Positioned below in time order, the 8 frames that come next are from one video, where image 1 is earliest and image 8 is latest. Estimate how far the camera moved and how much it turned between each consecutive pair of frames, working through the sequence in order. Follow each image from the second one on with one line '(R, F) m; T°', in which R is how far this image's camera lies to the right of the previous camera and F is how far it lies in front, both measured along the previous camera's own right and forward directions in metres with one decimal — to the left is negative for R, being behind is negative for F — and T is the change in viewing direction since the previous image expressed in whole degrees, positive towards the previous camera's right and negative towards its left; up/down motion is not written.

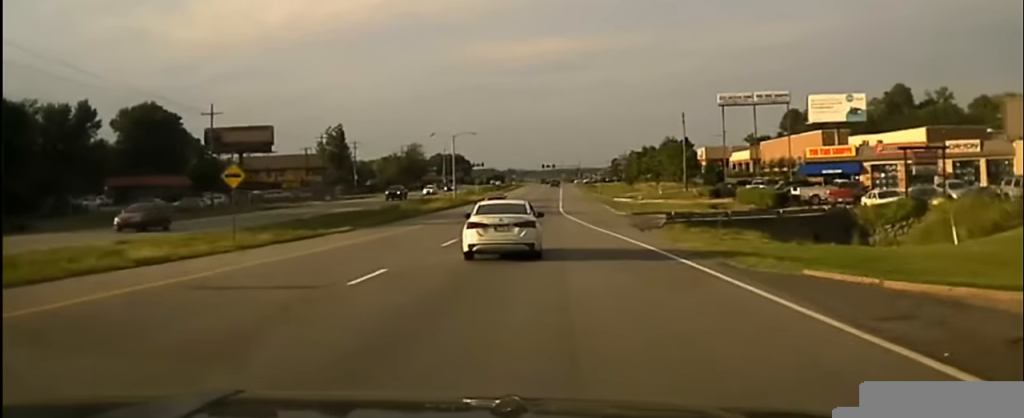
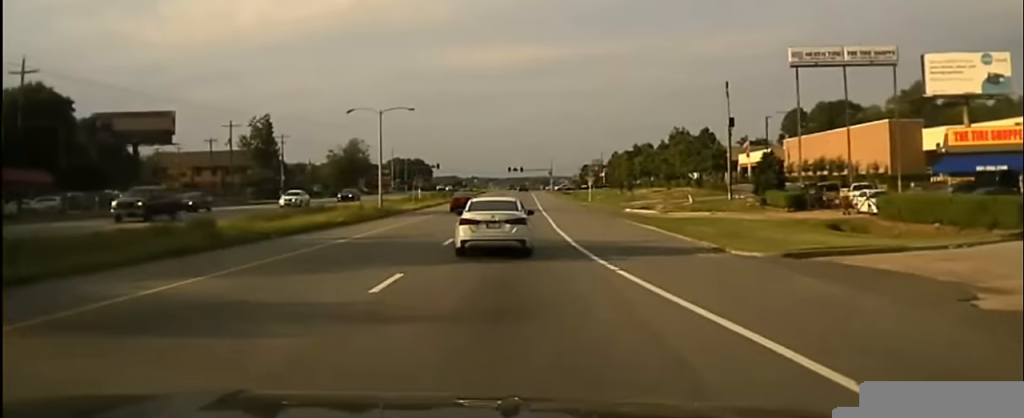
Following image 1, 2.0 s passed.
(+0.3, +42.4) m; +2°
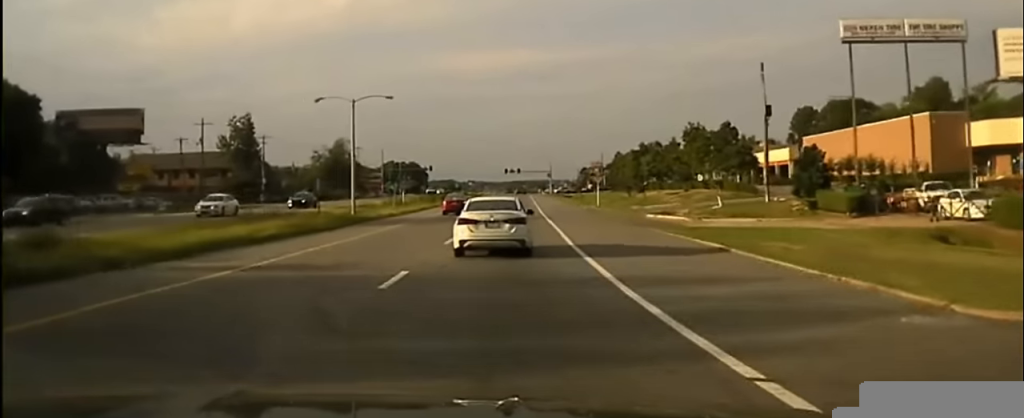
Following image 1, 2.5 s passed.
(+0.3, +11.0) m; +1°
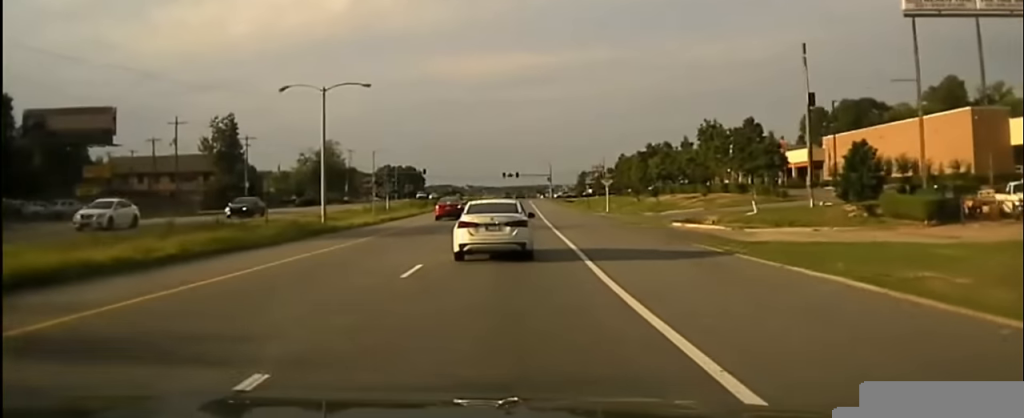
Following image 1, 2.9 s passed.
(+0.2, +9.9) m; 0°
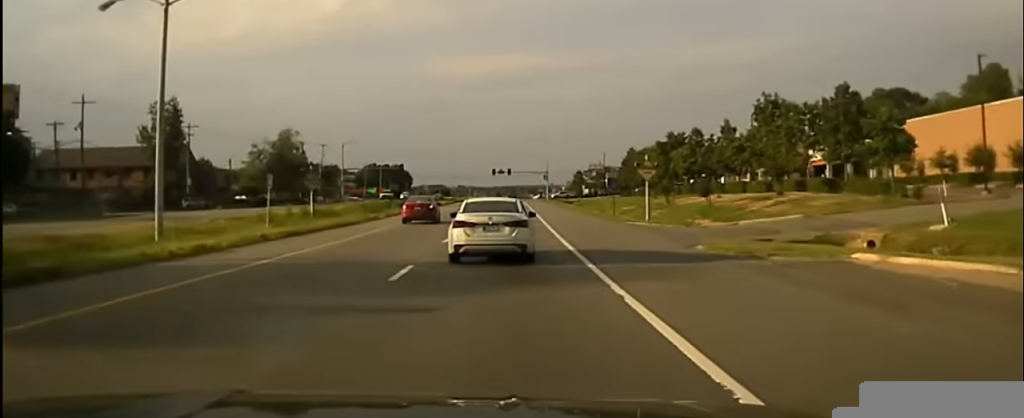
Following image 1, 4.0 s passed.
(-0.1, +25.2) m; 0°
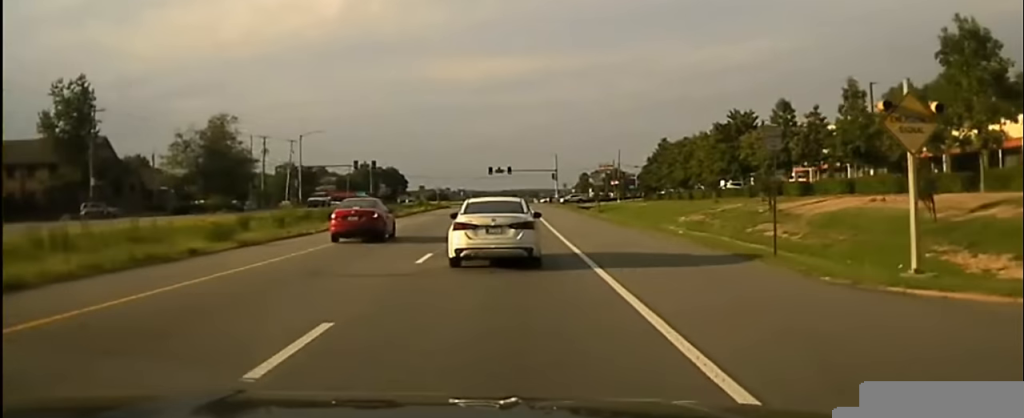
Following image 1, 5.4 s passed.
(+0.5, +32.4) m; +1°
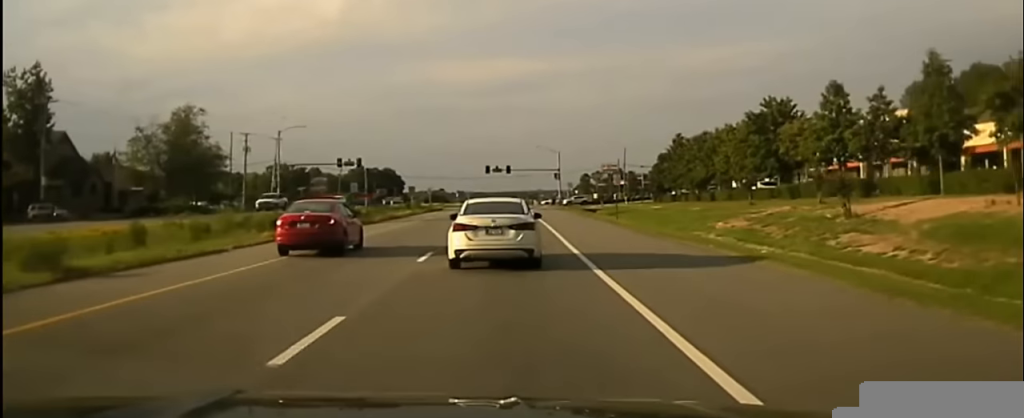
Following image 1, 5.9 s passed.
(+0.1, +10.8) m; 0°
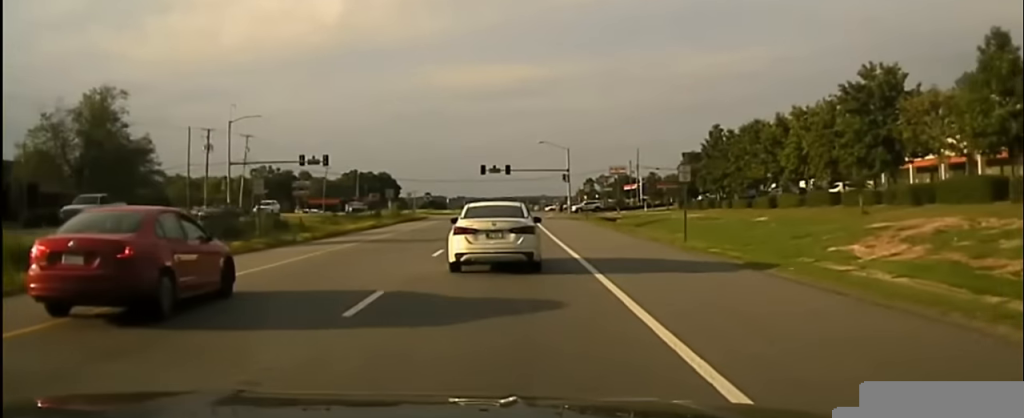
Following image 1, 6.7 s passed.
(-0.1, +19.2) m; -1°
